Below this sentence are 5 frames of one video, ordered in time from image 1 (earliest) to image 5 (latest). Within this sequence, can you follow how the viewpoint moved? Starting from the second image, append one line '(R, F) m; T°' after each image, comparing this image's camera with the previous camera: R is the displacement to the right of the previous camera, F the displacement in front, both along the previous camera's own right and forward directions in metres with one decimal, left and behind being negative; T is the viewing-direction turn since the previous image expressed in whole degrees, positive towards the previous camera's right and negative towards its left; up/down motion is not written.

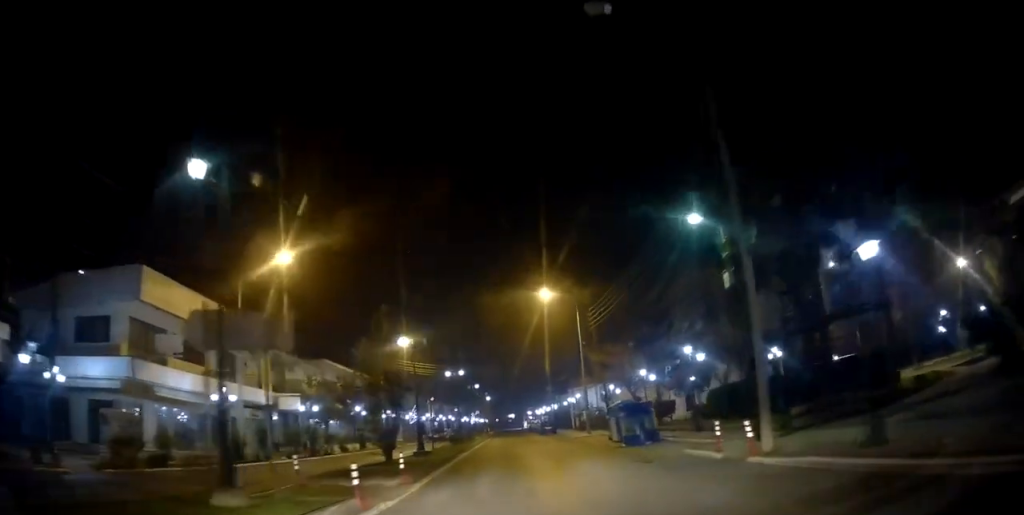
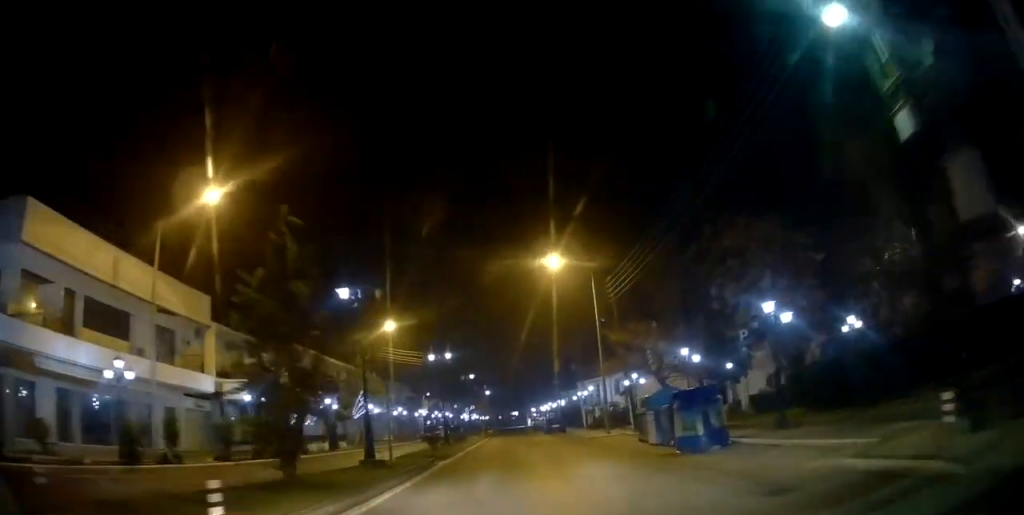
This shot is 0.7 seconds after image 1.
(-0.1, +7.9) m; -1°
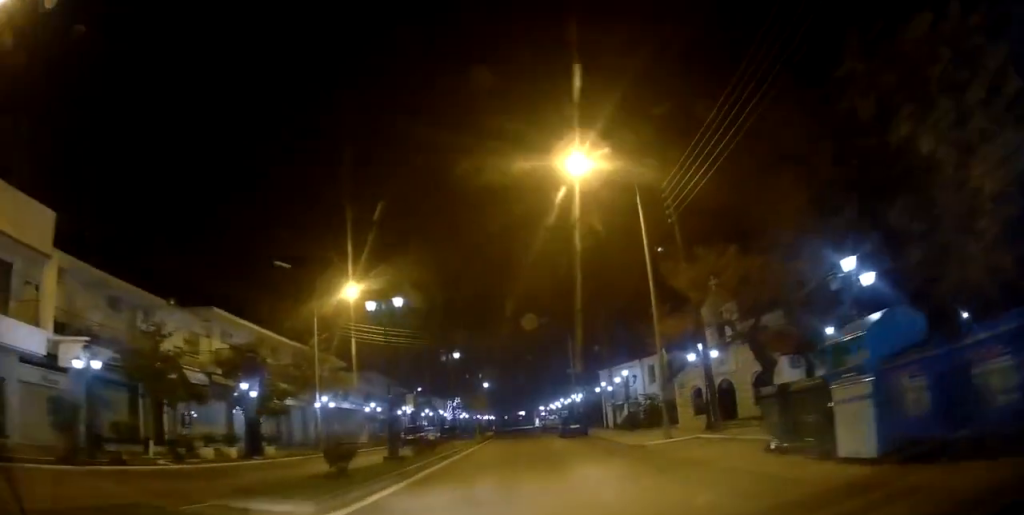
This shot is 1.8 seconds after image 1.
(0.0, +12.8) m; -1°
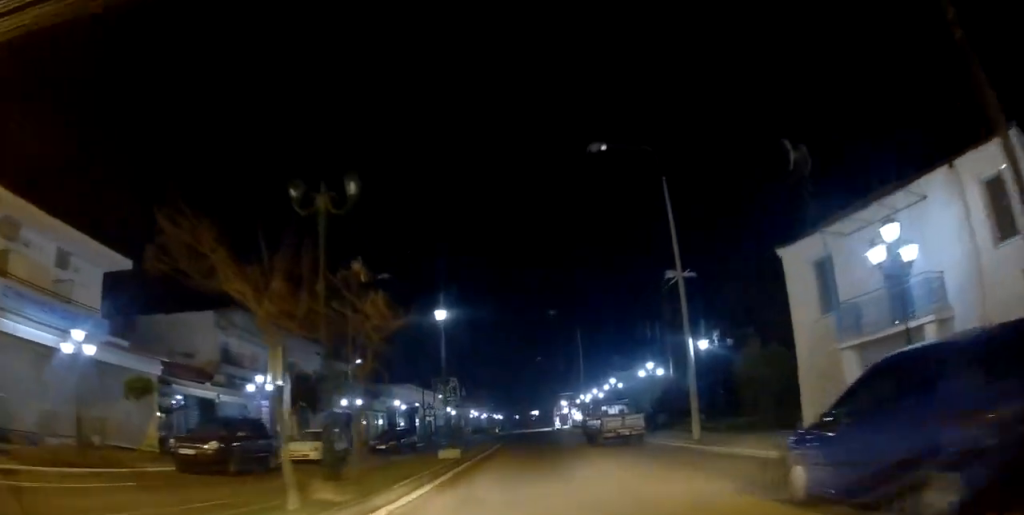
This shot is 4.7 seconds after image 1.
(-0.4, +33.8) m; -1°
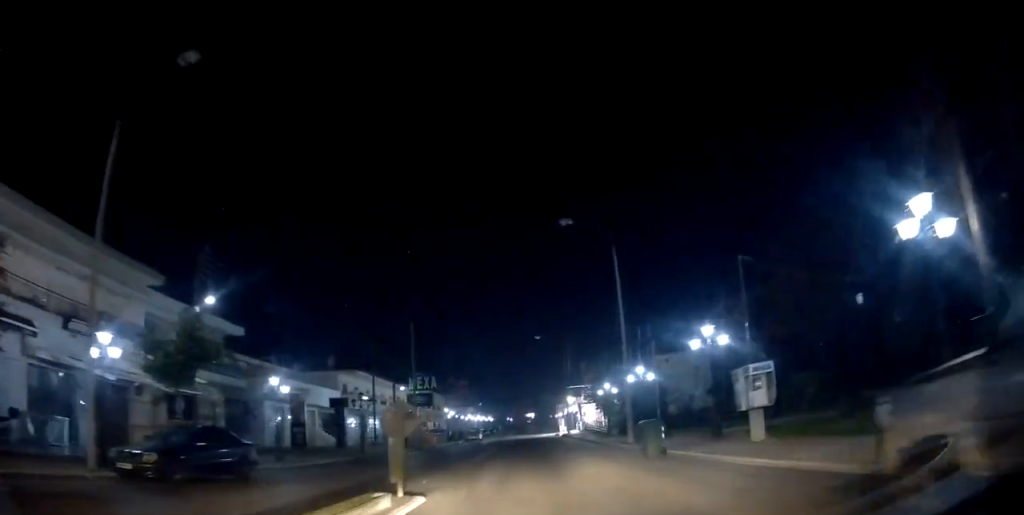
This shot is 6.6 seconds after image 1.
(+0.3, +21.6) m; +1°
